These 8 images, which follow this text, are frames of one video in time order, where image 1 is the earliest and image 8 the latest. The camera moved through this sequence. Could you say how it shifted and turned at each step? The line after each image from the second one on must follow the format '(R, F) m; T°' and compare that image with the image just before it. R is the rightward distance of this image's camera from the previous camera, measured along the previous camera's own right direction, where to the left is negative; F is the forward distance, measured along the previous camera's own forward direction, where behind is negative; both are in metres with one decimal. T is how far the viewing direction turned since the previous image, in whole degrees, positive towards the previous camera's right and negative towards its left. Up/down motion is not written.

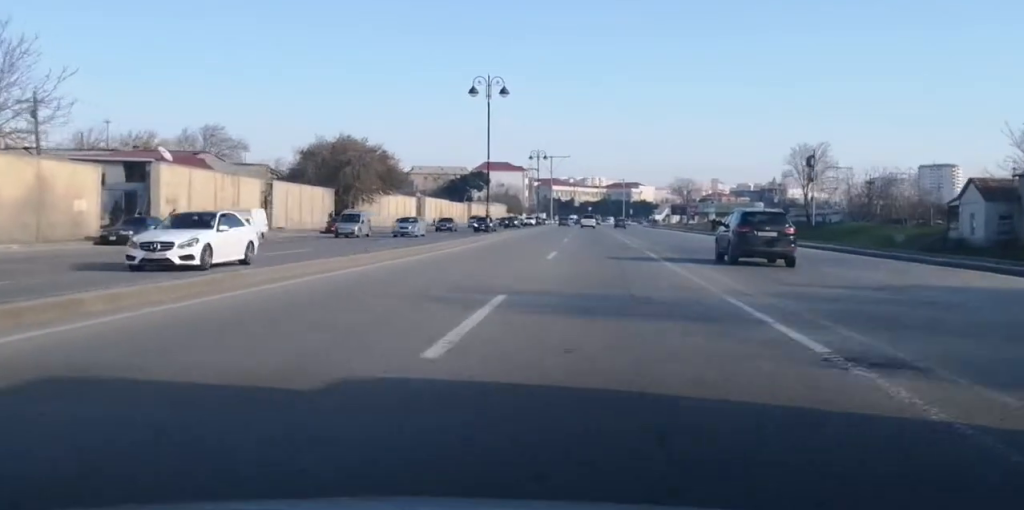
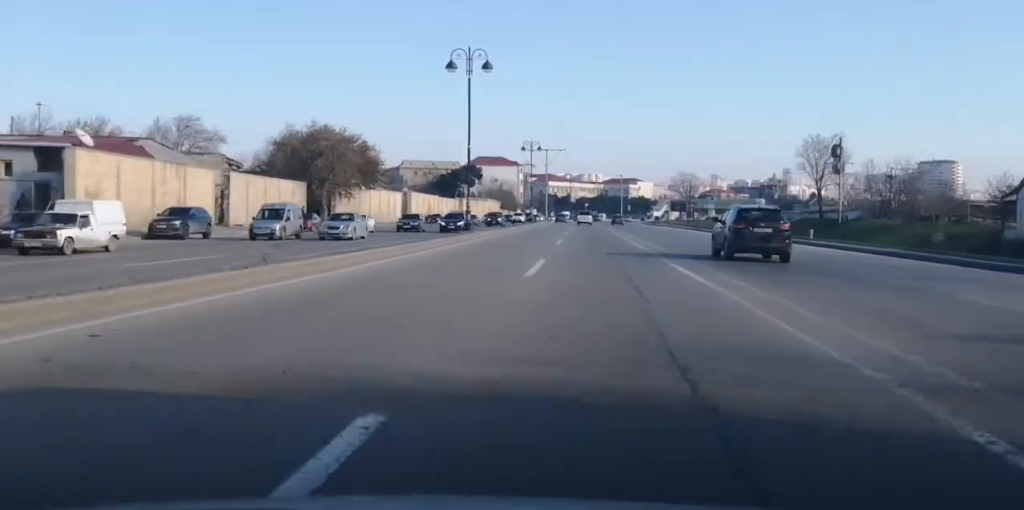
(0.0, +8.8) m; +1°
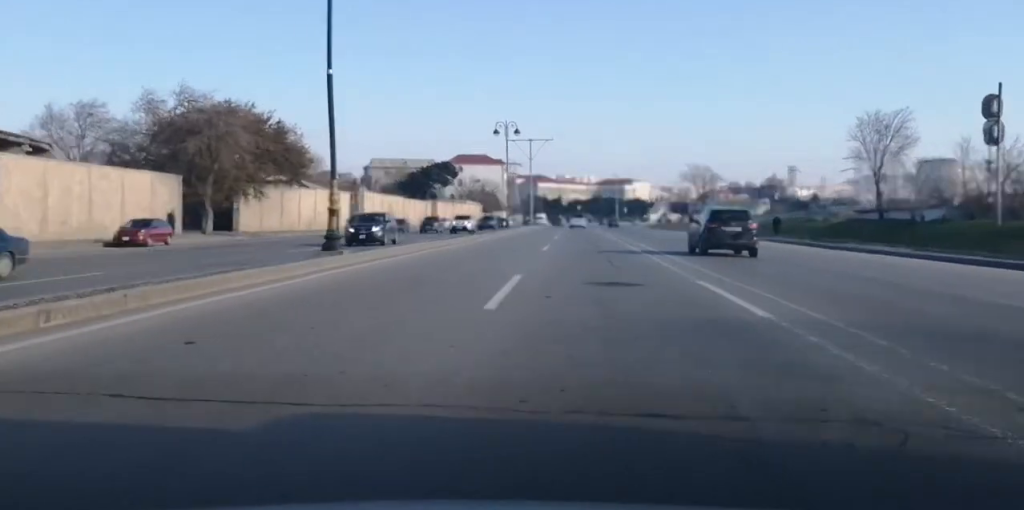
(+0.6, +27.6) m; +1°
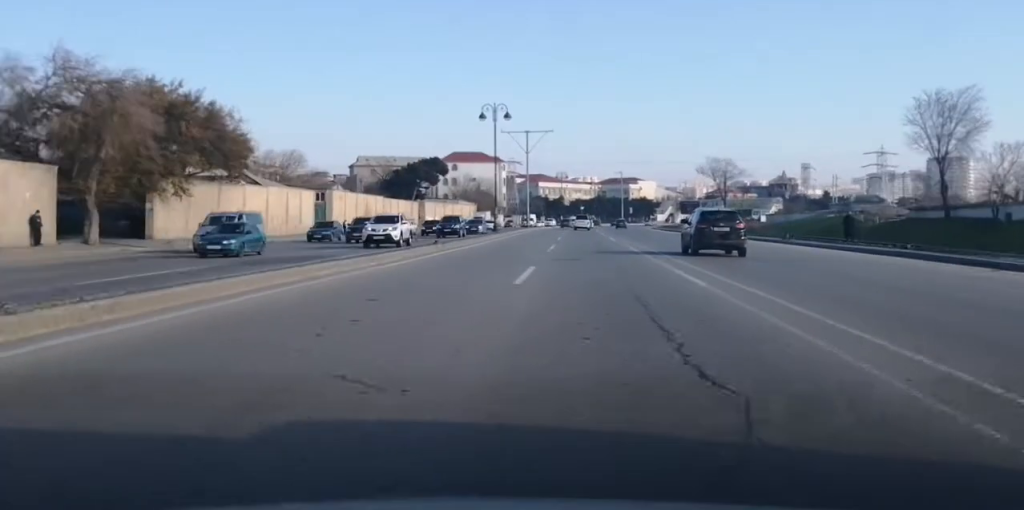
(-0.4, +15.8) m; 0°
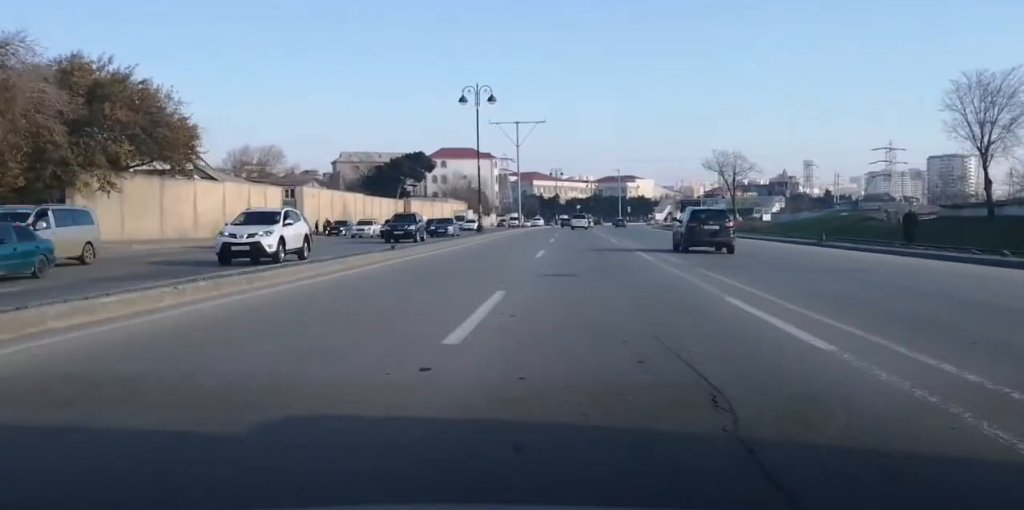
(+0.1, +8.8) m; 0°
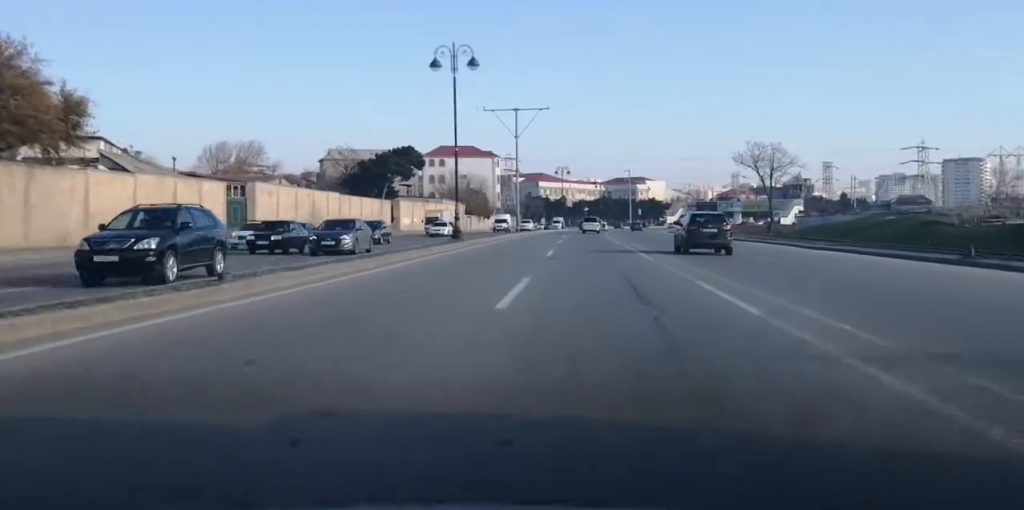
(+0.3, +16.4) m; 0°
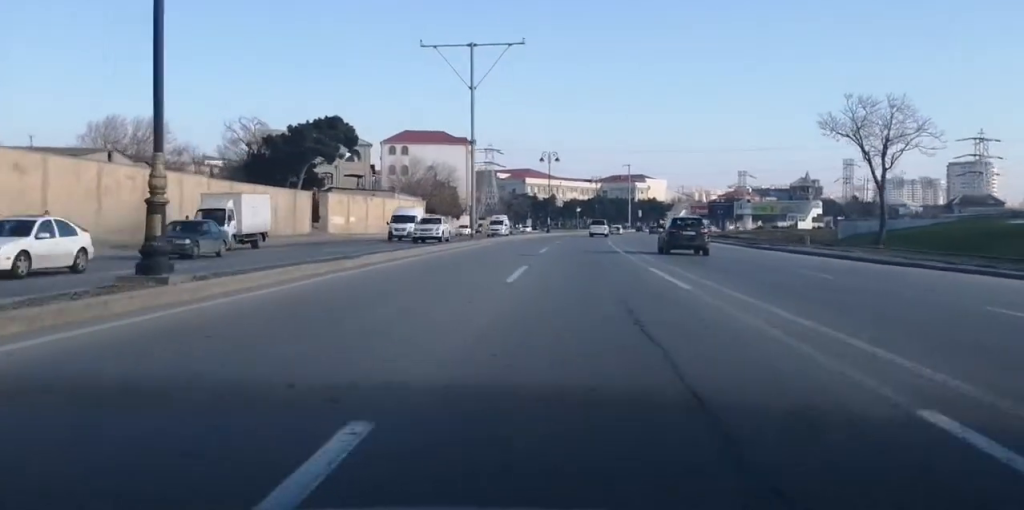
(+0.1, +34.6) m; 0°
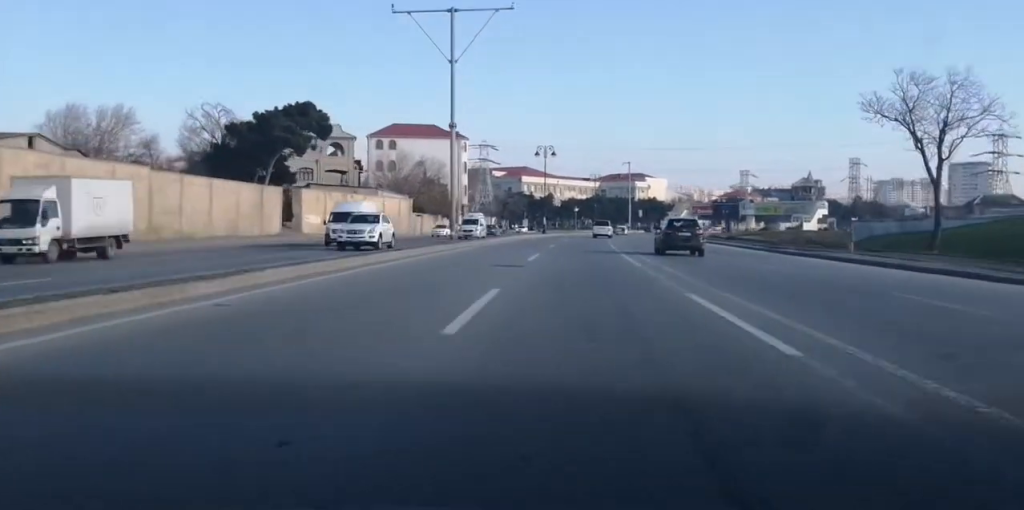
(-0.2, +8.8) m; 0°
